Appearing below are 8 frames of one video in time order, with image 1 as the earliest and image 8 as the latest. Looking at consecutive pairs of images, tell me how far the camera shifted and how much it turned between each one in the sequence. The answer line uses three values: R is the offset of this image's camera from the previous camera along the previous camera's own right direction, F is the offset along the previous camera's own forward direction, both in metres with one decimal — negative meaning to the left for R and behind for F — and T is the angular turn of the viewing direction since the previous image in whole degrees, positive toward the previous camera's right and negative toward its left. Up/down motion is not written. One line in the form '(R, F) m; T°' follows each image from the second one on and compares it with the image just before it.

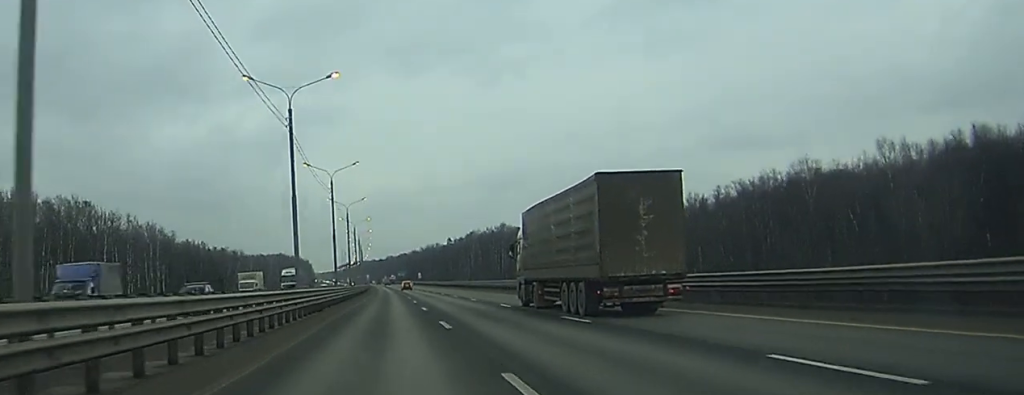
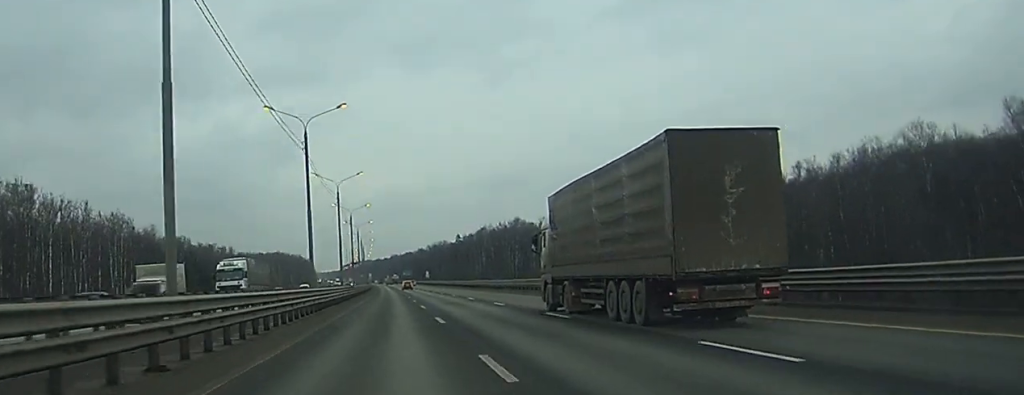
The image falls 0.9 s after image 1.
(-0.1, +29.0) m; 0°
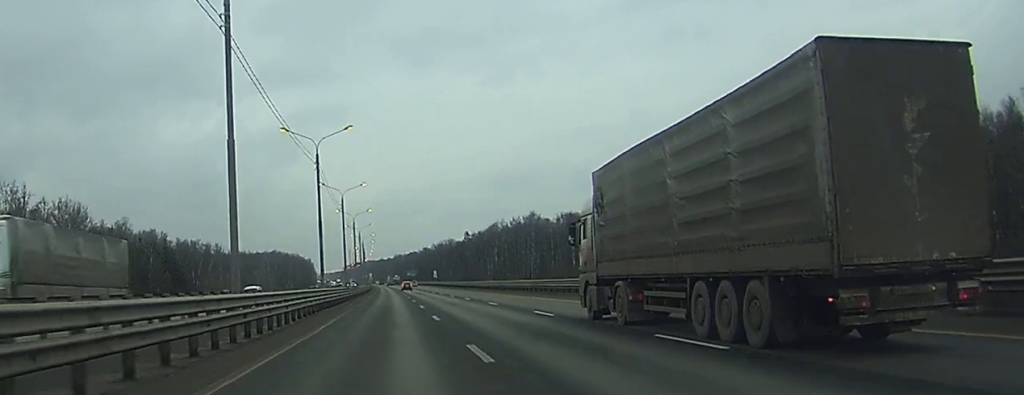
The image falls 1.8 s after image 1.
(-0.1, +29.1) m; 0°
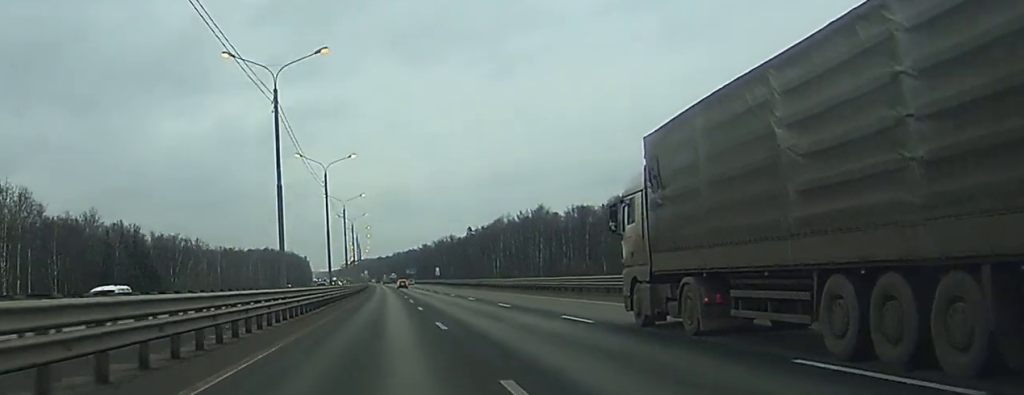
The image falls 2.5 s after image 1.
(0.0, +22.6) m; 0°
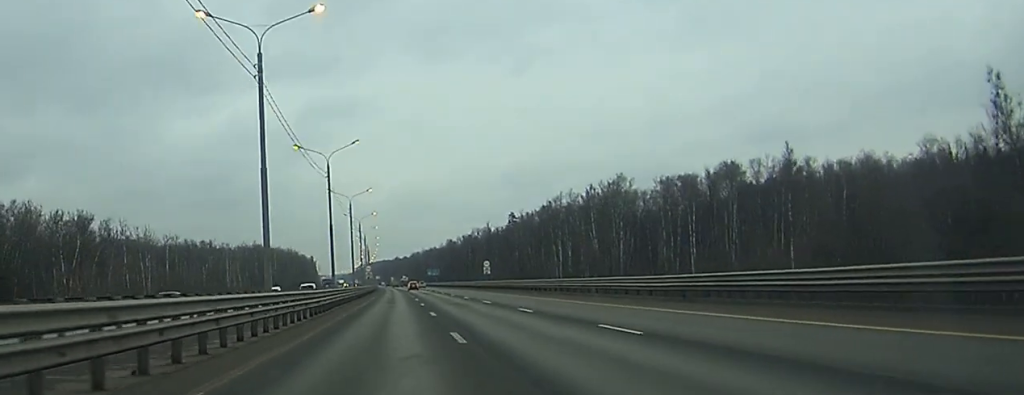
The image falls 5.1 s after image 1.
(-0.5, +84.4) m; -1°
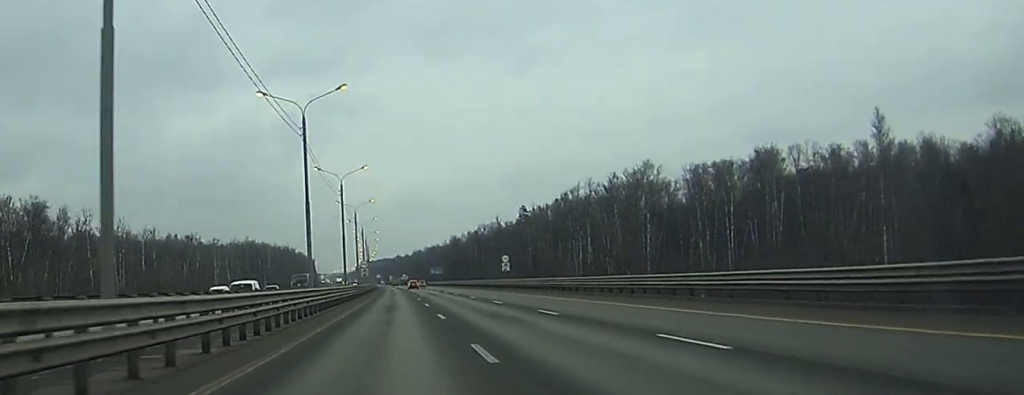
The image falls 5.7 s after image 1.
(0.0, +21.1) m; 0°
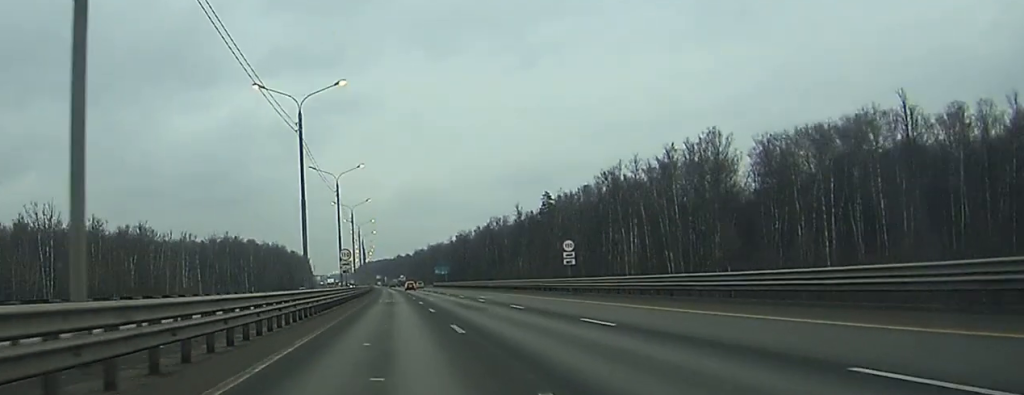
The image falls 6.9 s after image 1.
(-0.1, +40.1) m; 0°
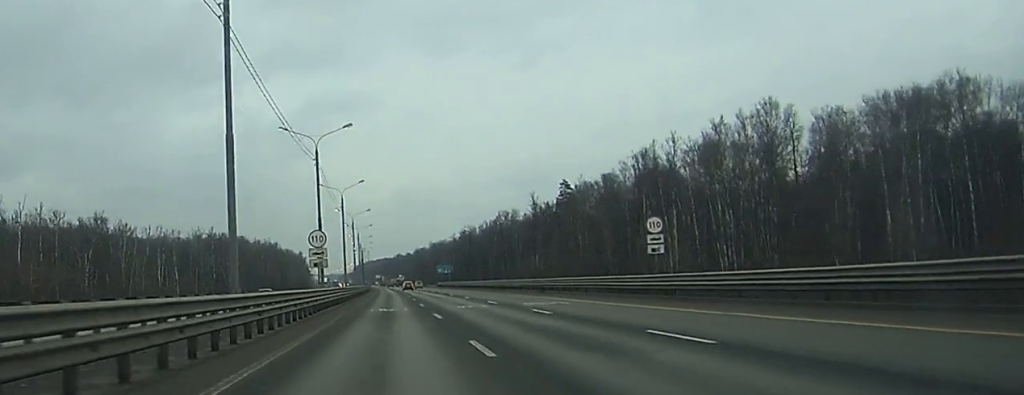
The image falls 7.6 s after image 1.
(0.0, +23.4) m; 0°
